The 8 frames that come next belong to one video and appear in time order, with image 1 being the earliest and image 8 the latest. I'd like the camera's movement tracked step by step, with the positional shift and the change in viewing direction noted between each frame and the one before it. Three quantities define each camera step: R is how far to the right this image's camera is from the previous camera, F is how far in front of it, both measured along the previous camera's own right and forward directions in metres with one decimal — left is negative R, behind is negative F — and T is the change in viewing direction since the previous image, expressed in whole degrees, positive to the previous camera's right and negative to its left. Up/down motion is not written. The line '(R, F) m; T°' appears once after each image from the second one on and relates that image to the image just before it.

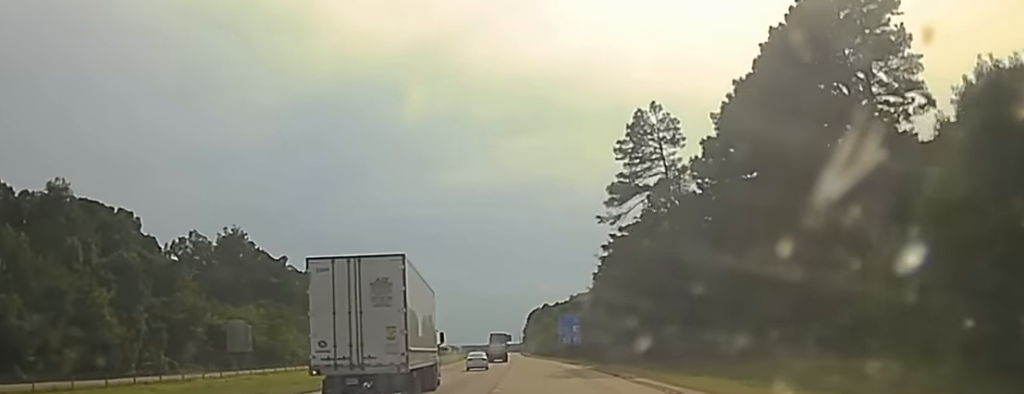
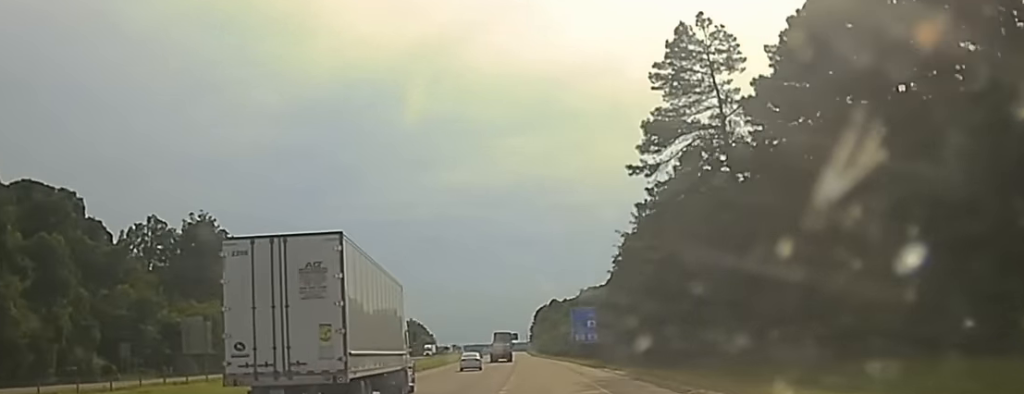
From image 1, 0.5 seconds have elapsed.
(+0.1, +21.7) m; 0°
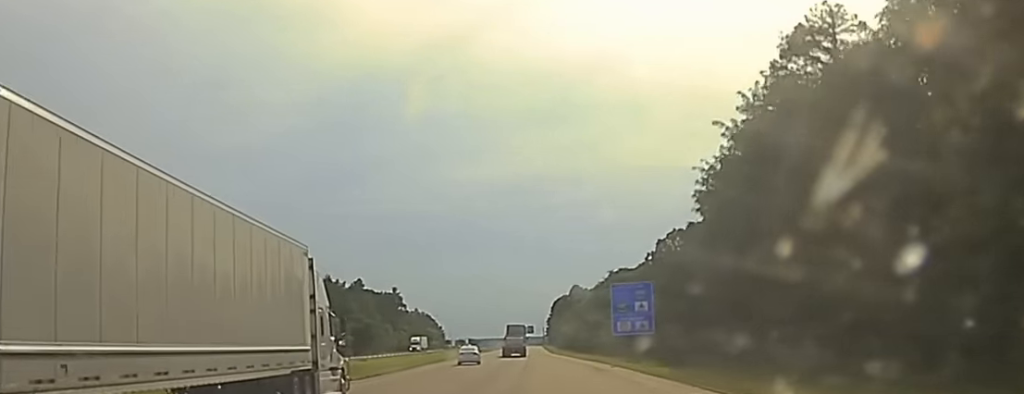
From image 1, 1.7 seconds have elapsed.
(-0.3, +47.0) m; -1°
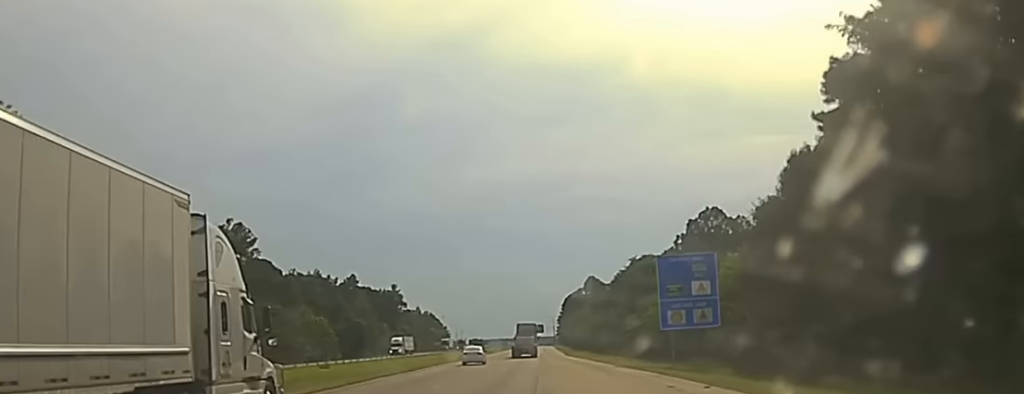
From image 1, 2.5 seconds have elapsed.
(-0.2, +30.9) m; -1°
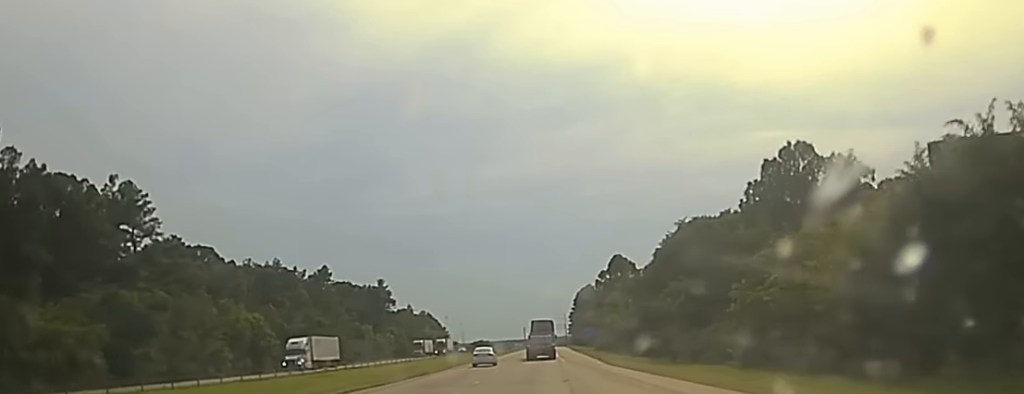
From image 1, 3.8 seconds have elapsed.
(0.0, +54.0) m; 0°
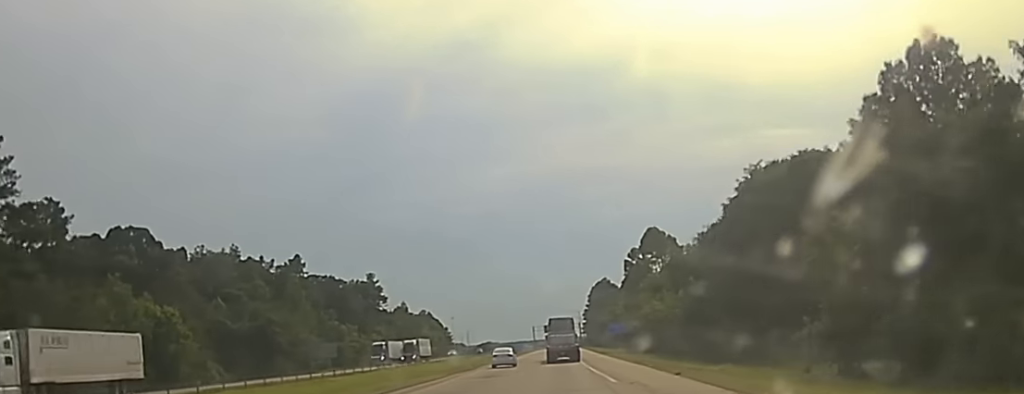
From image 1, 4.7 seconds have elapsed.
(-0.2, +42.2) m; -1°
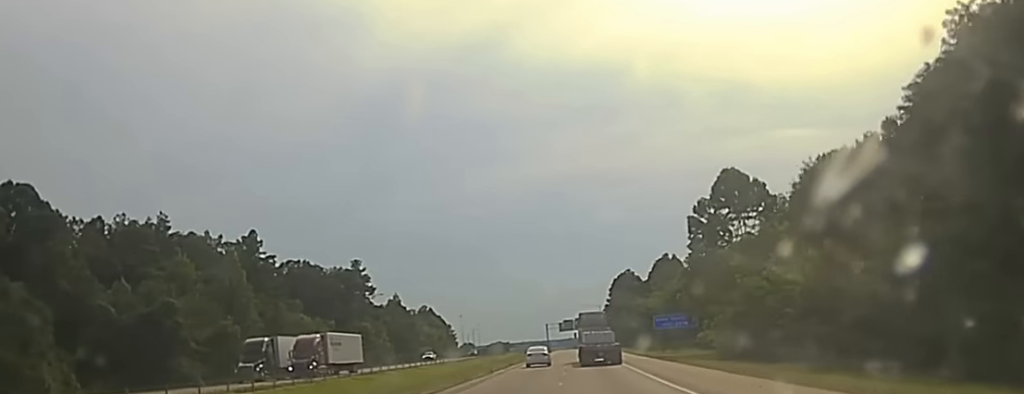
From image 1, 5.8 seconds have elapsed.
(-0.6, +46.3) m; 0°
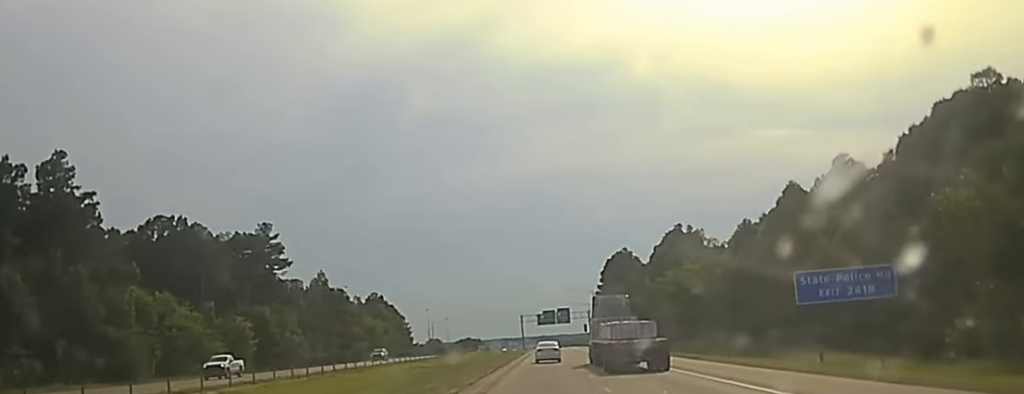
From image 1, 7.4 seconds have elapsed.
(+1.0, +71.3) m; +1°
